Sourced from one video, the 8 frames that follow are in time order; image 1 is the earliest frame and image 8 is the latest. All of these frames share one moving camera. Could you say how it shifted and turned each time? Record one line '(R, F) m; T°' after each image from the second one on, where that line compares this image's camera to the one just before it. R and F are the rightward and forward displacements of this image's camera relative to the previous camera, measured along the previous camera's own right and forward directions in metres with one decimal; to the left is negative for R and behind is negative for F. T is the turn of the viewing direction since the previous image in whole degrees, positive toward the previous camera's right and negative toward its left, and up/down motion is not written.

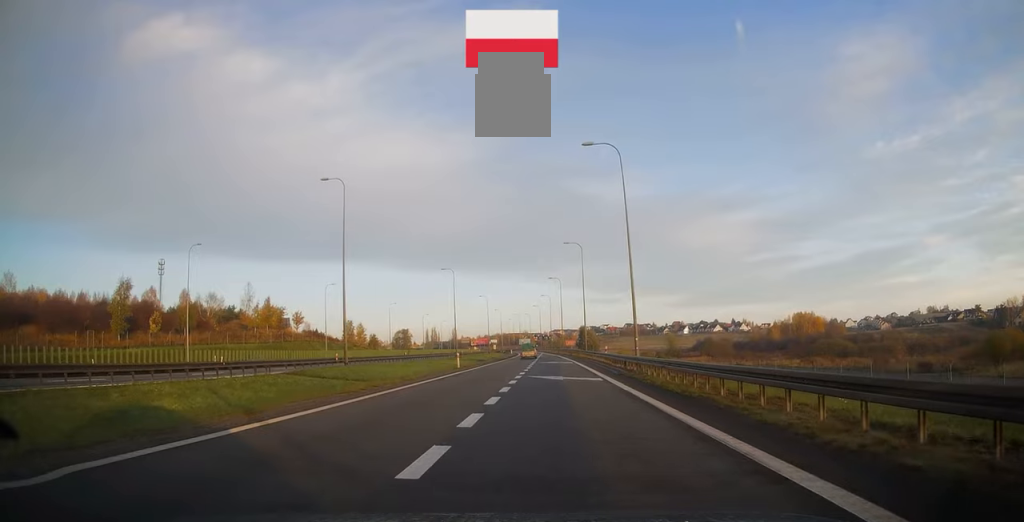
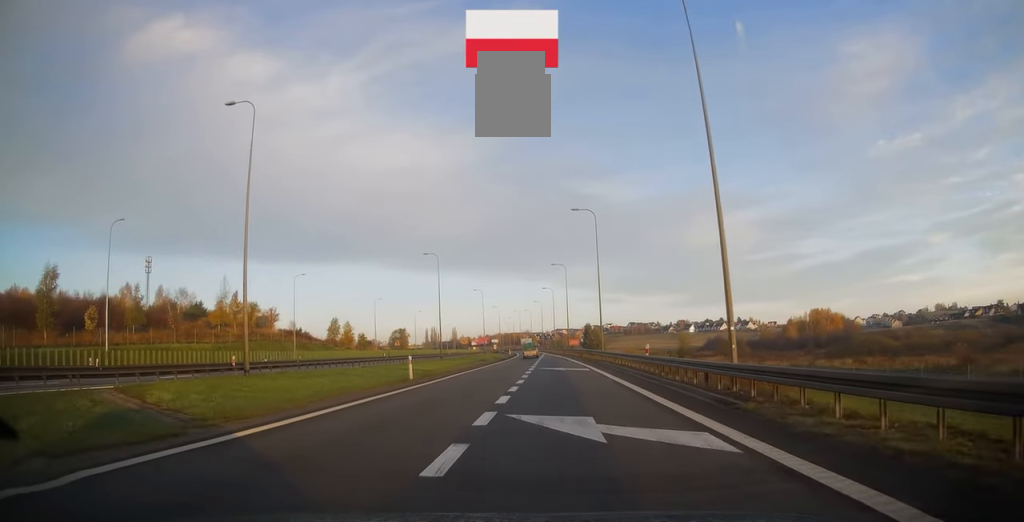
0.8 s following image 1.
(0.0, +16.1) m; 0°
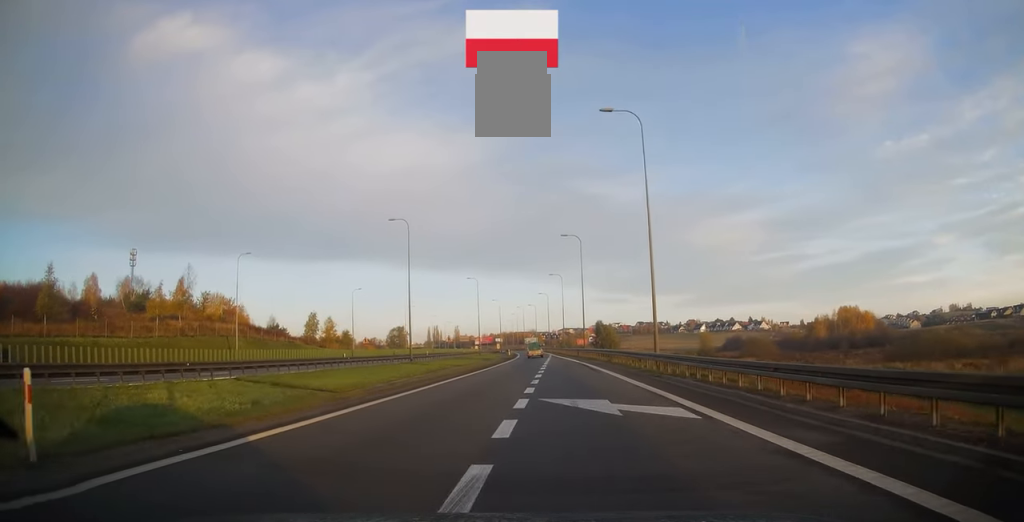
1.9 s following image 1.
(0.0, +21.9) m; 0°
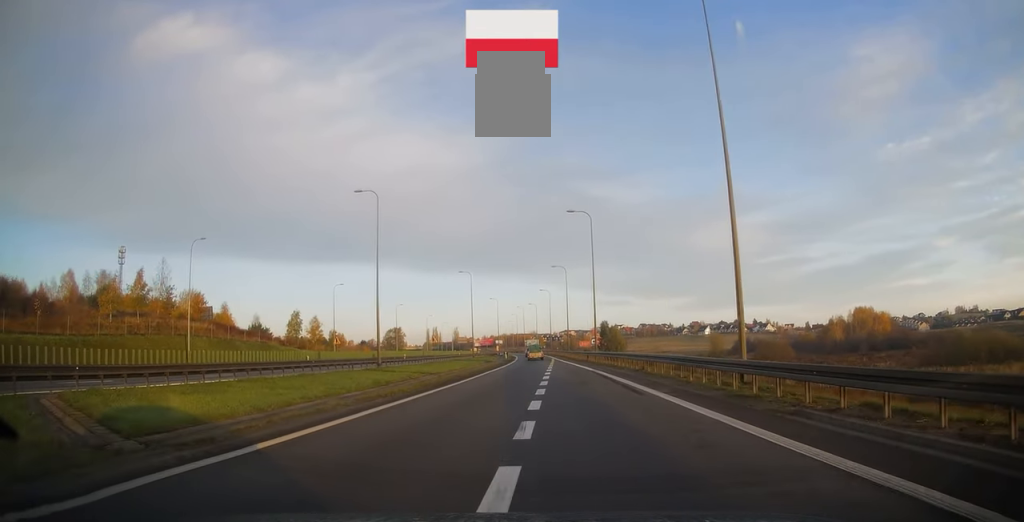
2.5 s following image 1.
(0.0, +12.2) m; 0°
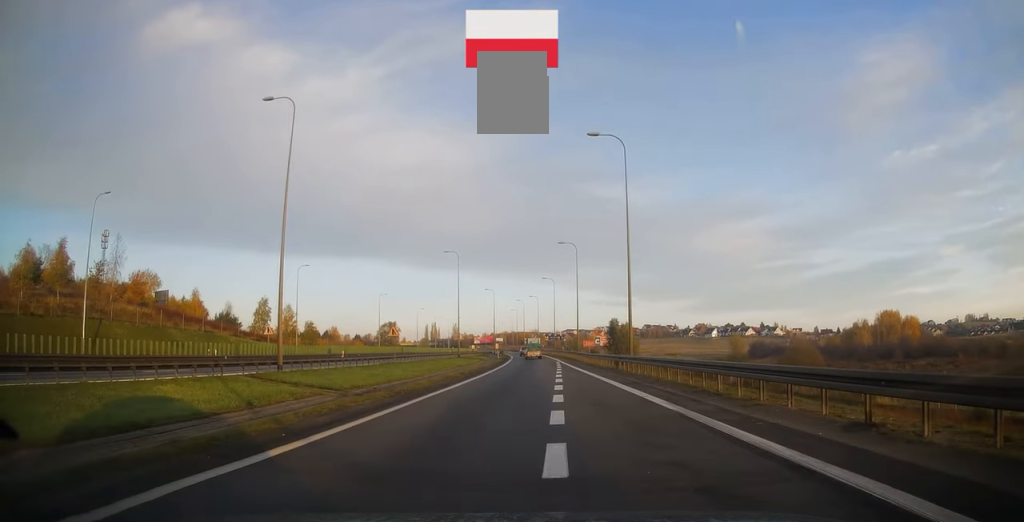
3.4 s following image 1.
(0.0, +18.9) m; 0°
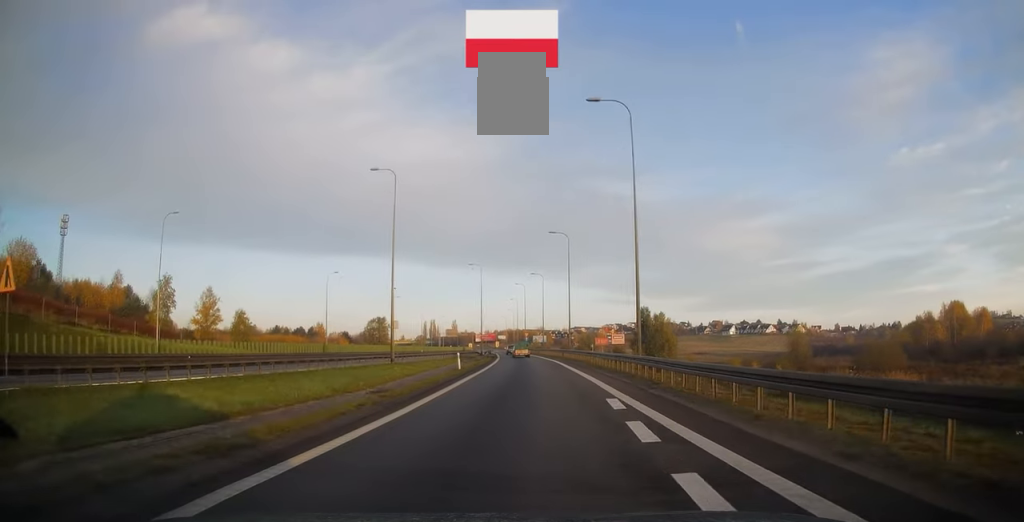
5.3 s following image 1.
(-0.4, +38.8) m; -1°
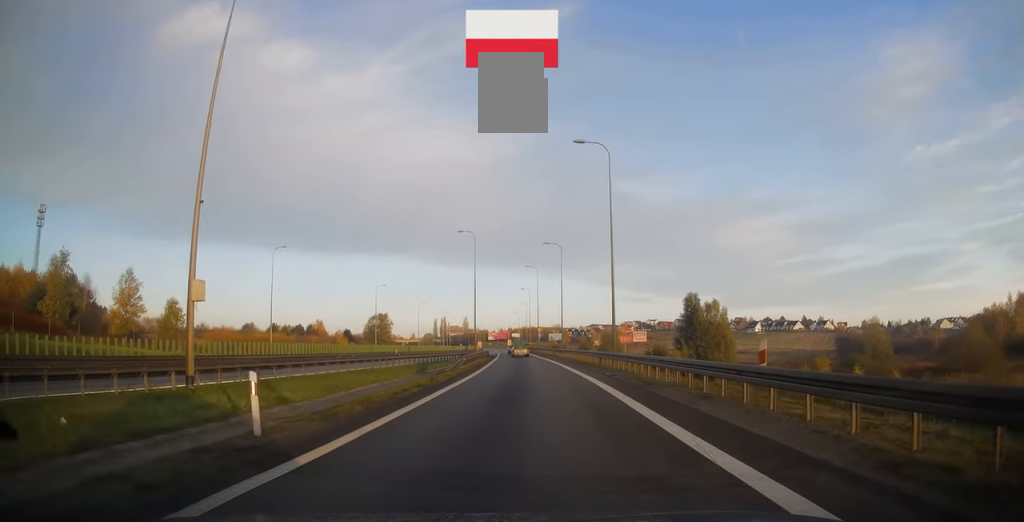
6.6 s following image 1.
(-0.3, +27.4) m; -1°
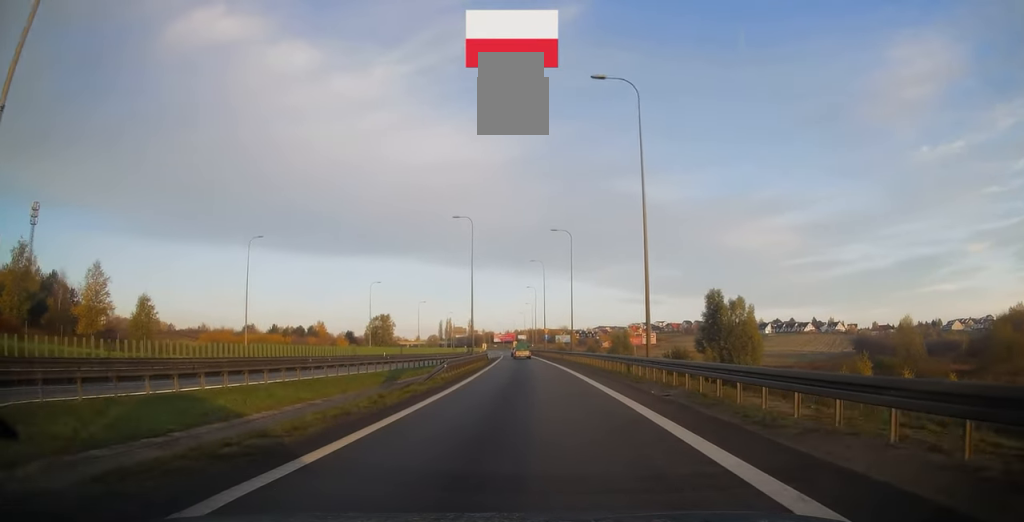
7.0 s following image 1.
(0.0, +8.8) m; 0°
